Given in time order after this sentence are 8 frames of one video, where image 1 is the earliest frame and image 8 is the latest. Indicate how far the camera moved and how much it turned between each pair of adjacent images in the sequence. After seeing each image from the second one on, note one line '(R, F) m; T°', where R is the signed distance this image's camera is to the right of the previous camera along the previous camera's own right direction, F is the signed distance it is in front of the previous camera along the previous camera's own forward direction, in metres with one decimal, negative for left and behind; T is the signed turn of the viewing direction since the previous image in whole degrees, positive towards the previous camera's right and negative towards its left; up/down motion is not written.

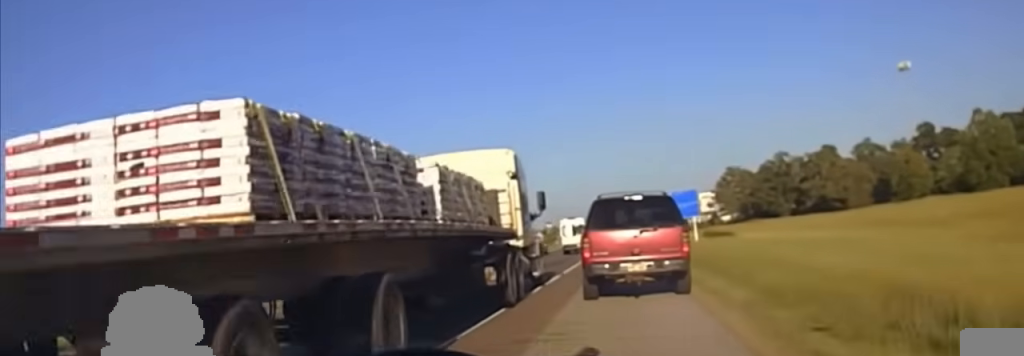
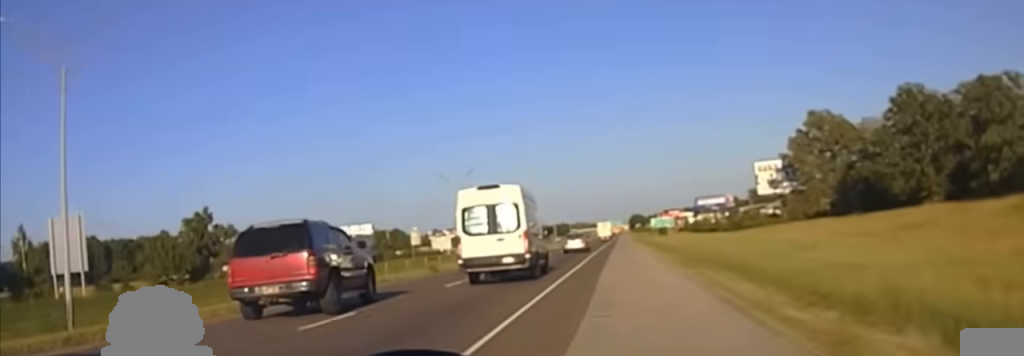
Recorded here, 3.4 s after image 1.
(-2.2, +142.8) m; -1°
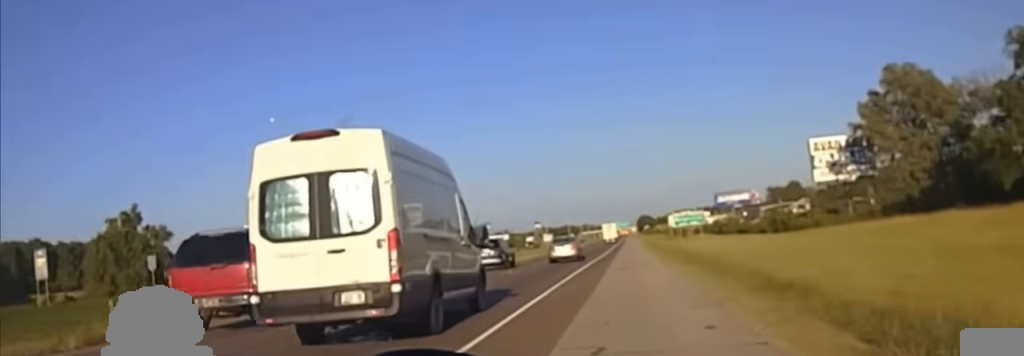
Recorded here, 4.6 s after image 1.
(0.0, +48.0) m; 0°
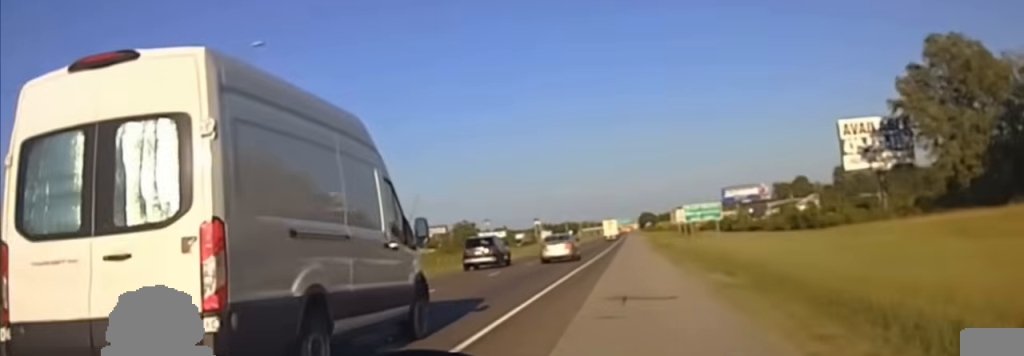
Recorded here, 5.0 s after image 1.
(0.0, +17.9) m; 0°
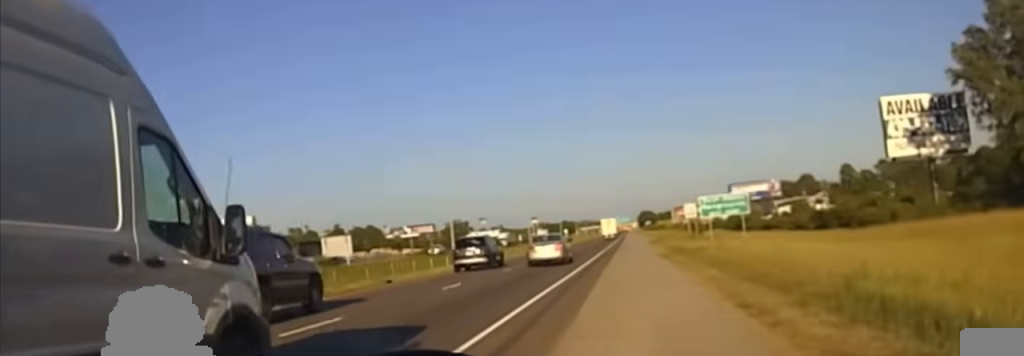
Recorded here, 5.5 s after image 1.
(0.0, +20.4) m; 0°
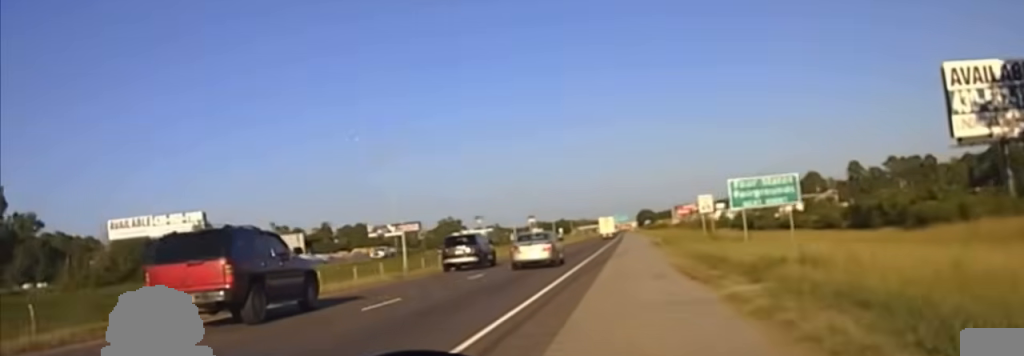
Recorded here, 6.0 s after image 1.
(-0.1, +20.8) m; 0°
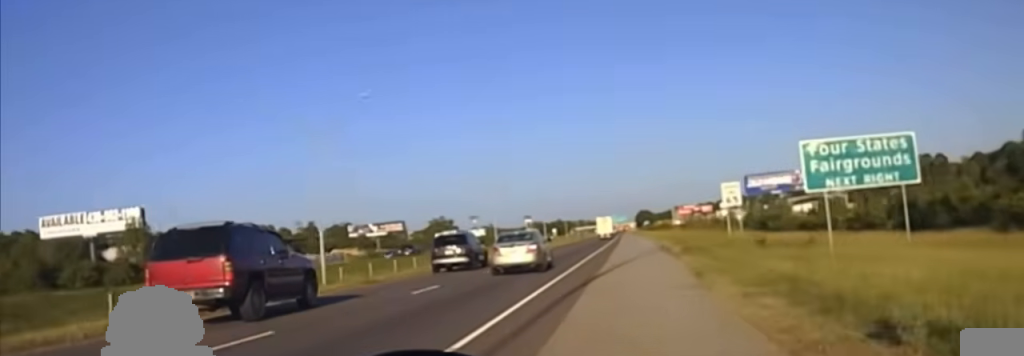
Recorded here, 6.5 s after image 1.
(0.0, +19.3) m; 0°
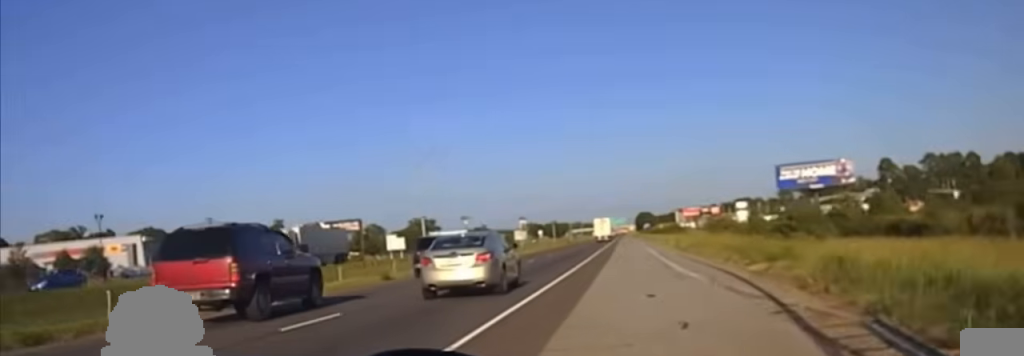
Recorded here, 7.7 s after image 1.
(+0.3, +45.6) m; 0°
